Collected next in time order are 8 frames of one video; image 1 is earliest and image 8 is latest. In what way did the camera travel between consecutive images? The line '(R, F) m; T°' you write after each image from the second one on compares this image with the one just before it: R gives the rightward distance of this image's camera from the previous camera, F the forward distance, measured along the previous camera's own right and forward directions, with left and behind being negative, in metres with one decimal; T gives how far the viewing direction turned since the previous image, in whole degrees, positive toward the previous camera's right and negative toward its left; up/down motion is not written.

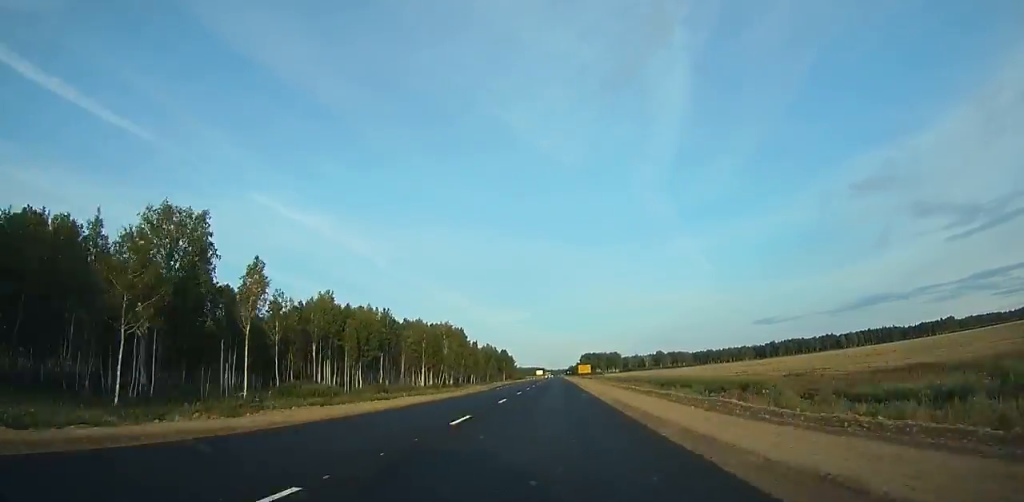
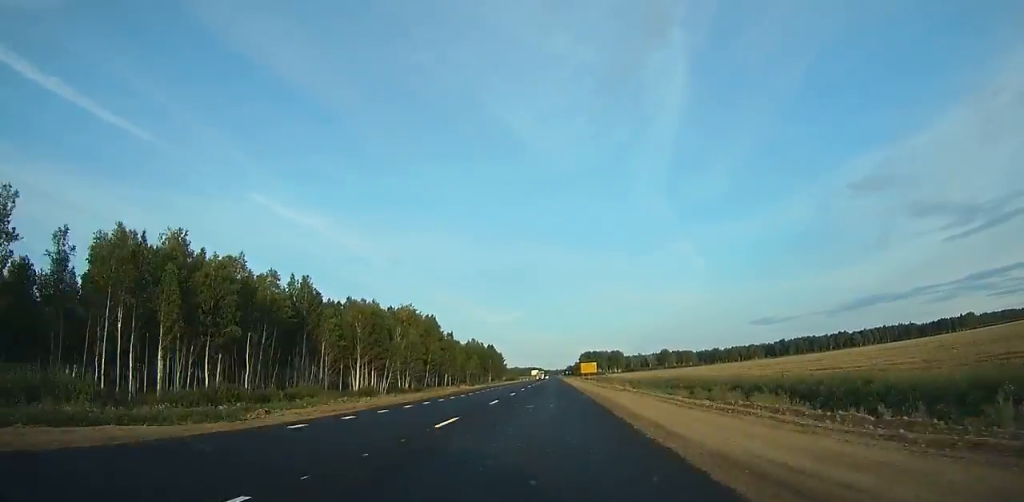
(+0.3, +48.2) m; 0°
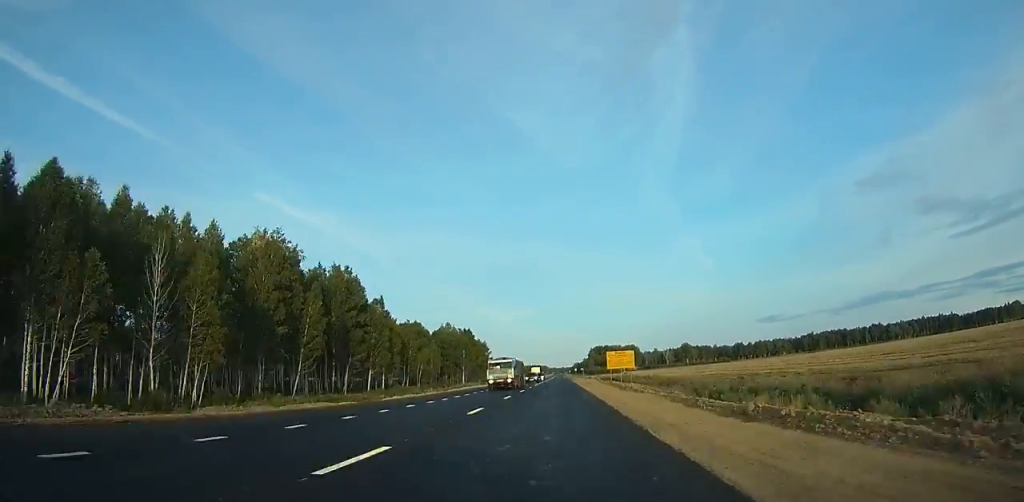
(0.0, +79.2) m; 0°
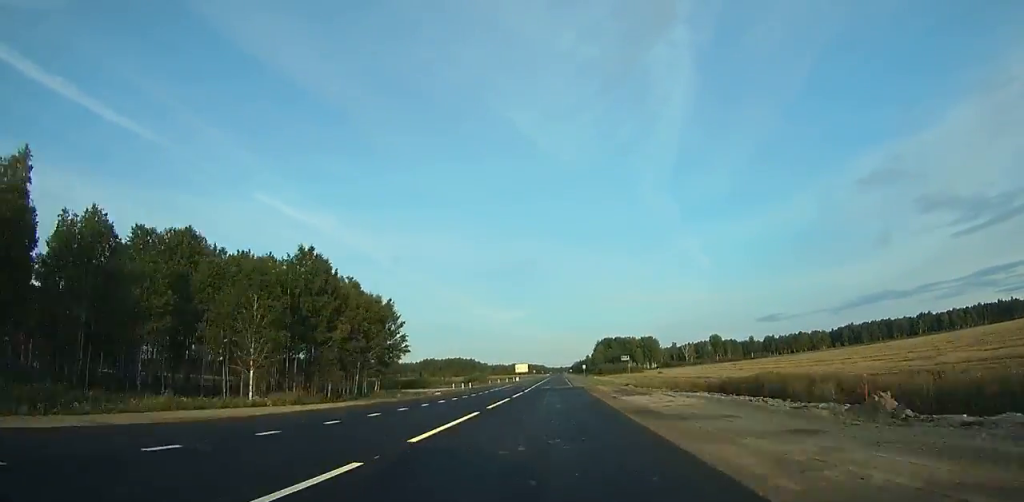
(-0.2, +117.2) m; 0°
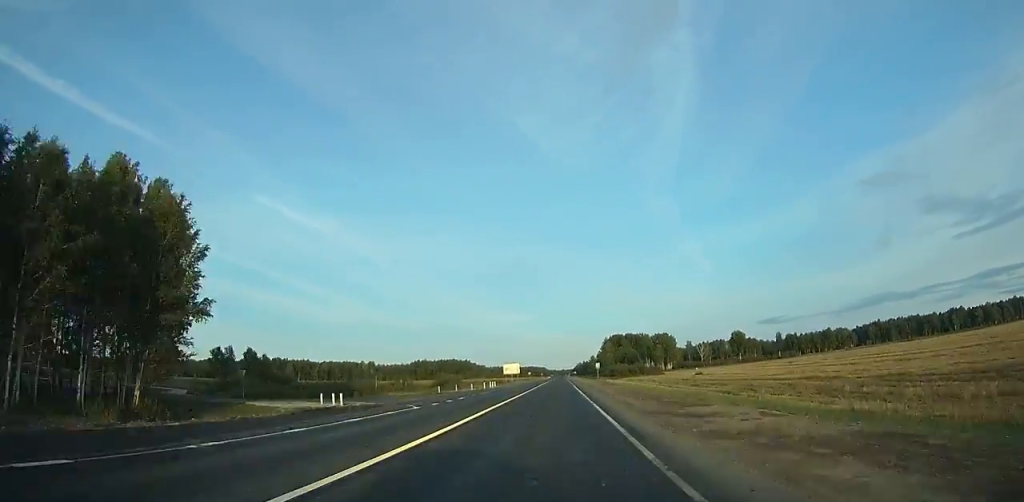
(+0.1, +58.2) m; 0°
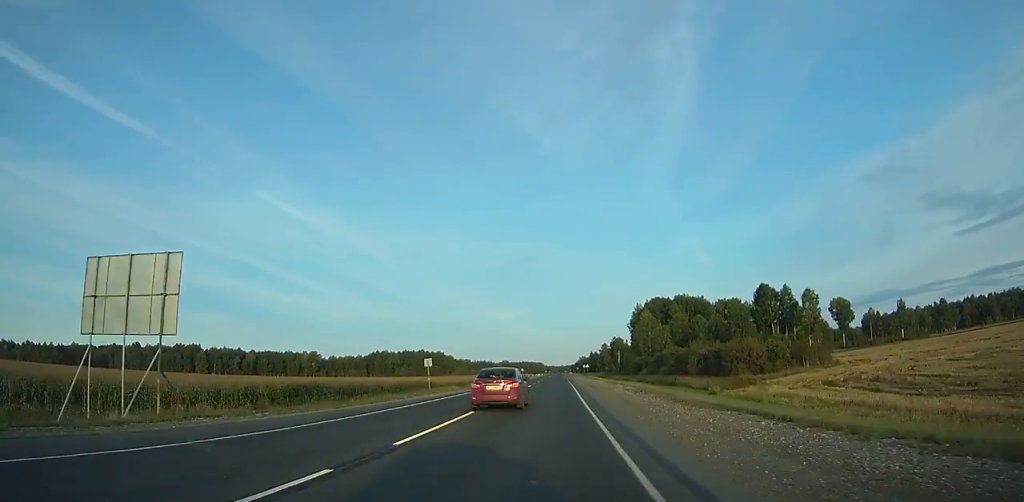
(+0.4, +150.4) m; 0°
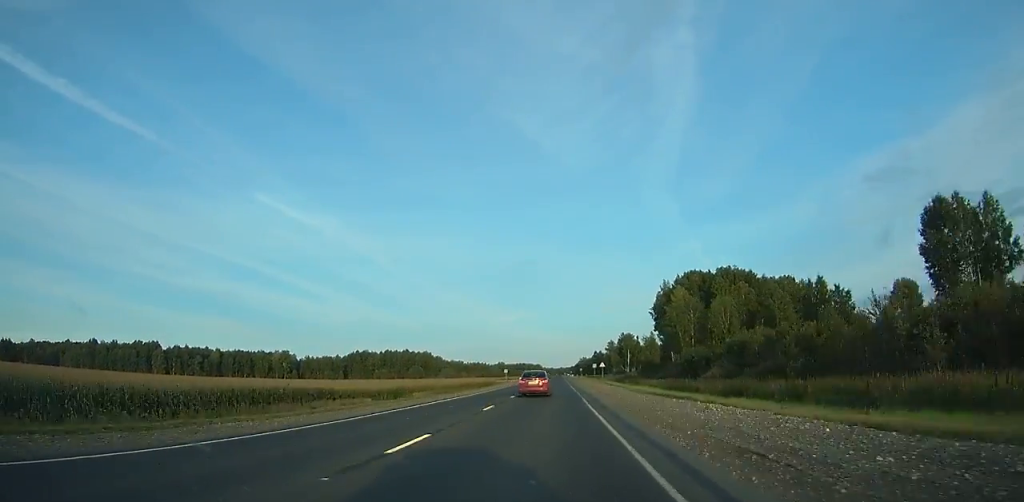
(-0.1, +49.7) m; 0°
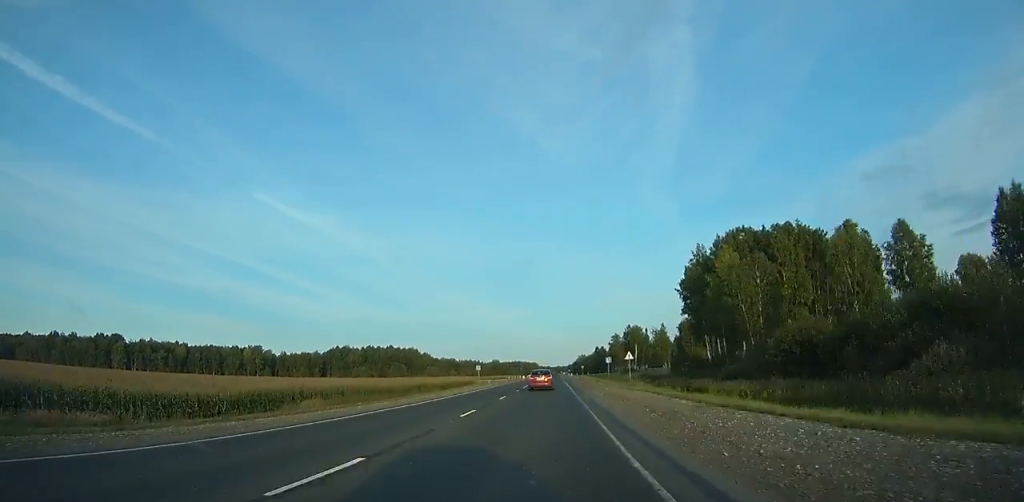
(-0.2, +36.8) m; 0°
